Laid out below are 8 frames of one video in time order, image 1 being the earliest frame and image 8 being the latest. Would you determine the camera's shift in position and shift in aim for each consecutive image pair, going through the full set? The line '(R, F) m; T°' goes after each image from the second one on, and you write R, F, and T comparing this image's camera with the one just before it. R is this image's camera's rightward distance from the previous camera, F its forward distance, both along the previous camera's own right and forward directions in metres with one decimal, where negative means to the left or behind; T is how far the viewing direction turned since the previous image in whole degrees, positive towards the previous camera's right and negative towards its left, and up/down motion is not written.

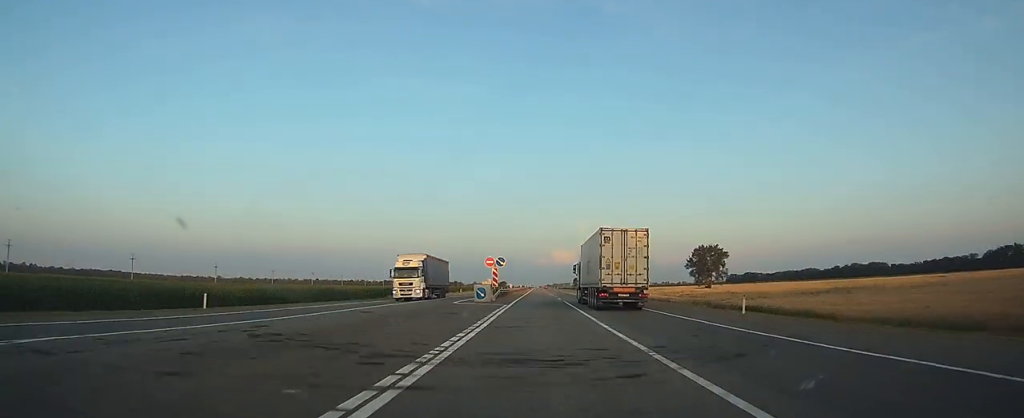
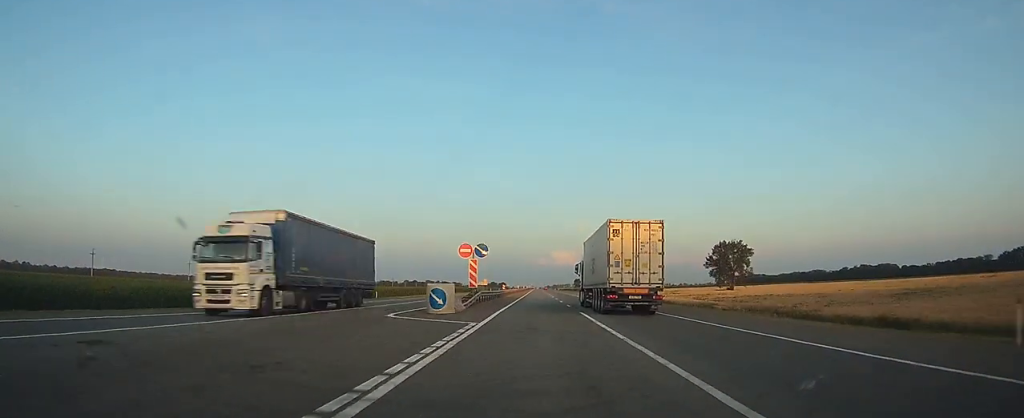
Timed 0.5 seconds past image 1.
(0.0, +17.3) m; 0°
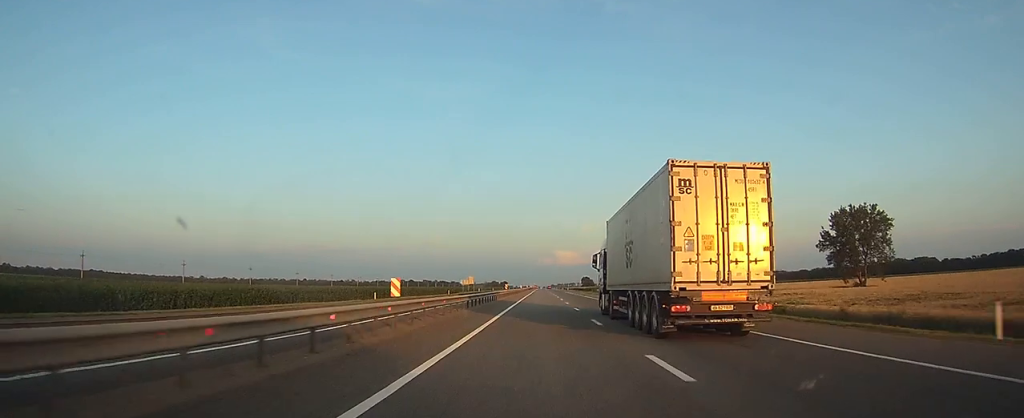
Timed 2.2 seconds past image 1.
(0.0, +53.1) m; 0°
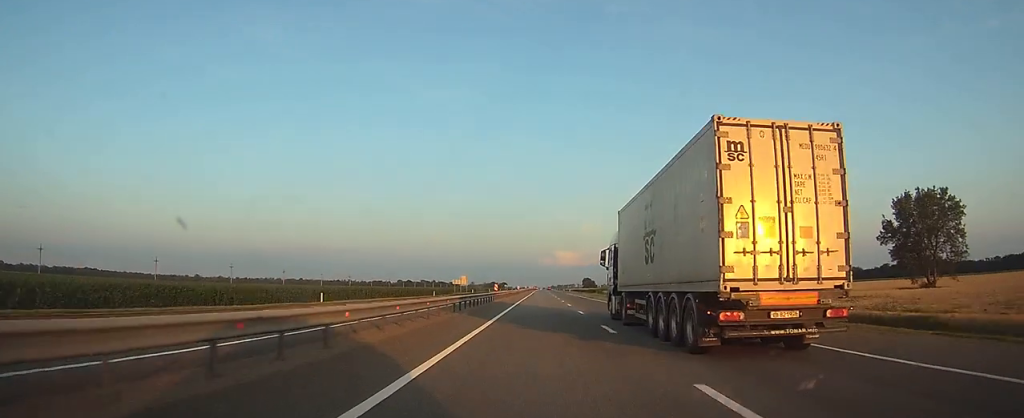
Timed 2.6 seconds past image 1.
(0.0, +15.2) m; 0°
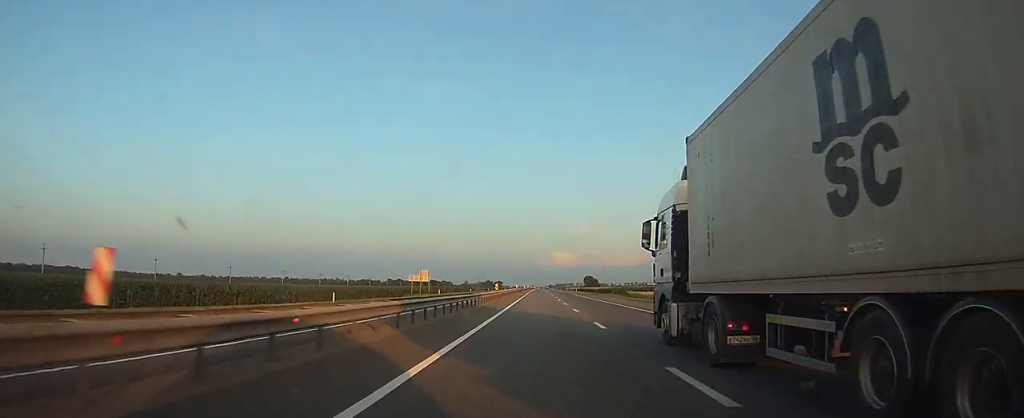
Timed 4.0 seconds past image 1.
(-0.1, +45.8) m; 0°
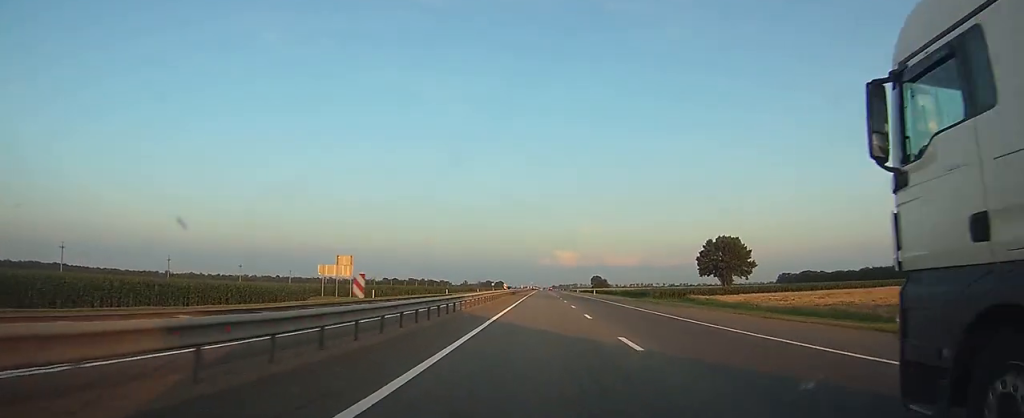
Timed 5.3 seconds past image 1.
(-0.1, +41.6) m; 0°
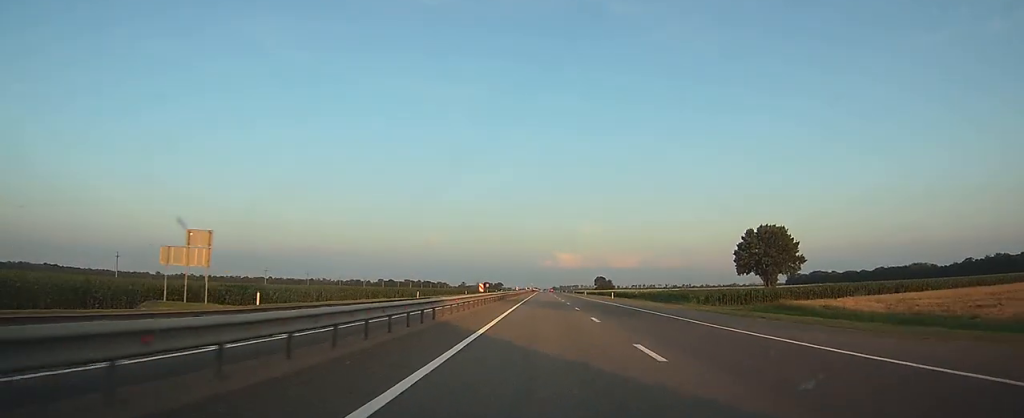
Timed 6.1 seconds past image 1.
(0.0, +25.4) m; 0°
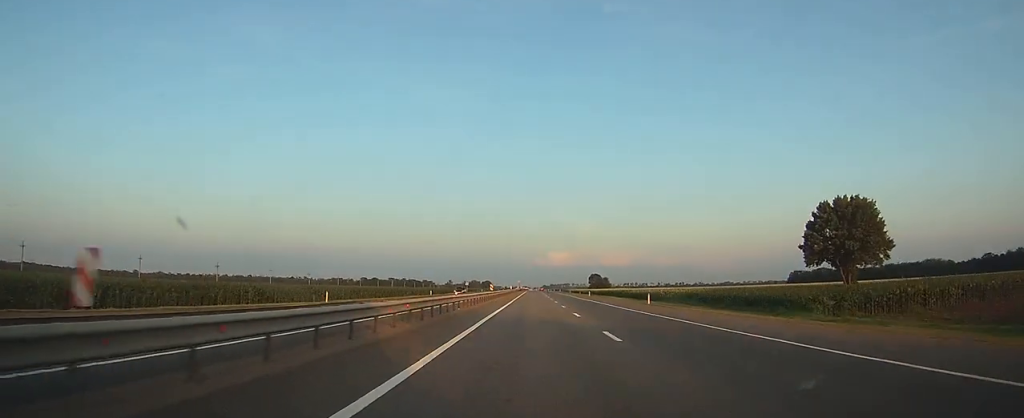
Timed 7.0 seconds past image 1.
(+0.1, +32.1) m; 0°
